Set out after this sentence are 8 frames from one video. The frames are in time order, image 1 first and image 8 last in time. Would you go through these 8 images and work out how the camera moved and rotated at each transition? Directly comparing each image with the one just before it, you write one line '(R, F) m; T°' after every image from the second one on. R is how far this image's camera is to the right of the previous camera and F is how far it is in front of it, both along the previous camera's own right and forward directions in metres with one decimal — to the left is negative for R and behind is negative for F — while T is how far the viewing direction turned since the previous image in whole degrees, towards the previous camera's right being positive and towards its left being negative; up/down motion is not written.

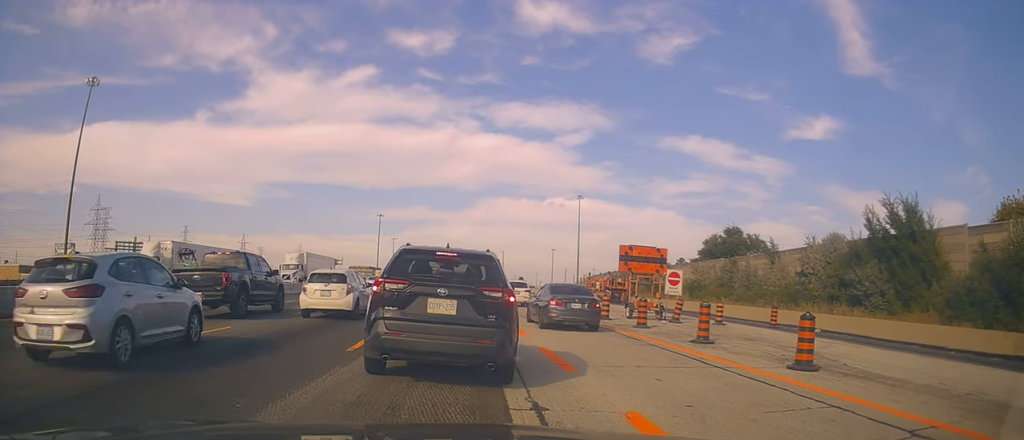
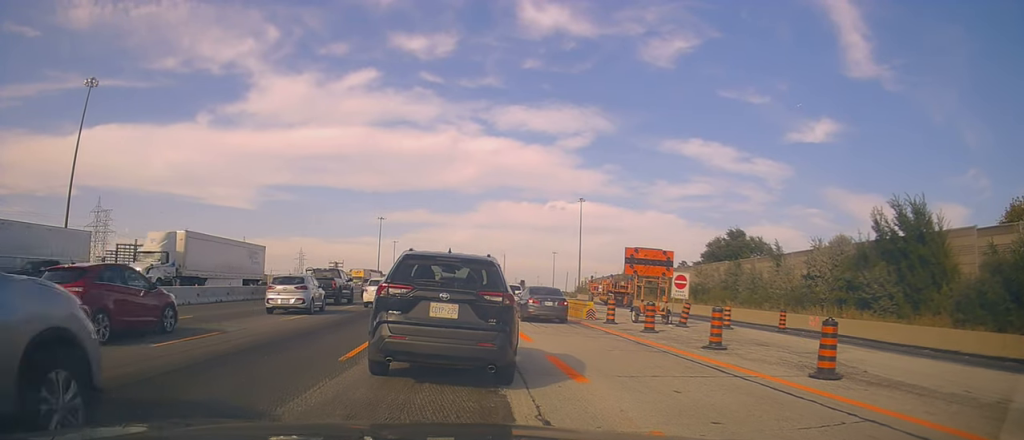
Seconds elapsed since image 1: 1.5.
(-0.1, +2.7) m; -2°
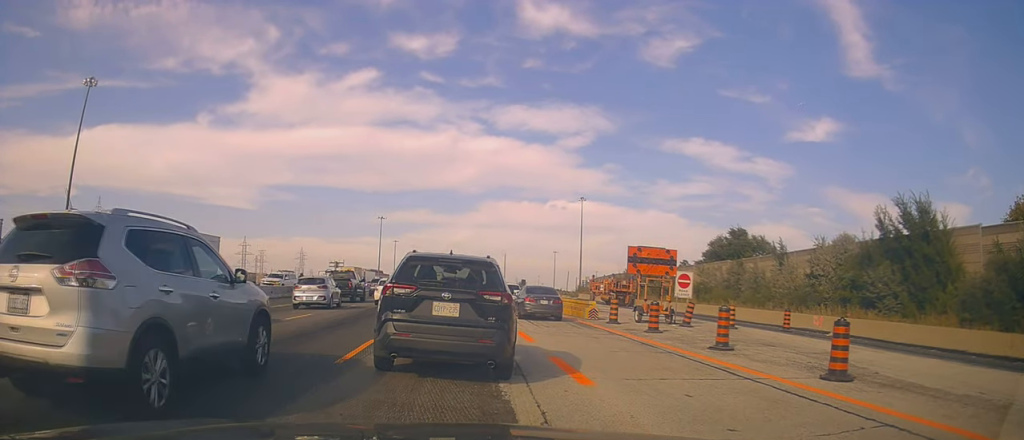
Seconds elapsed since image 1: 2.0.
(0.0, +0.4) m; 0°
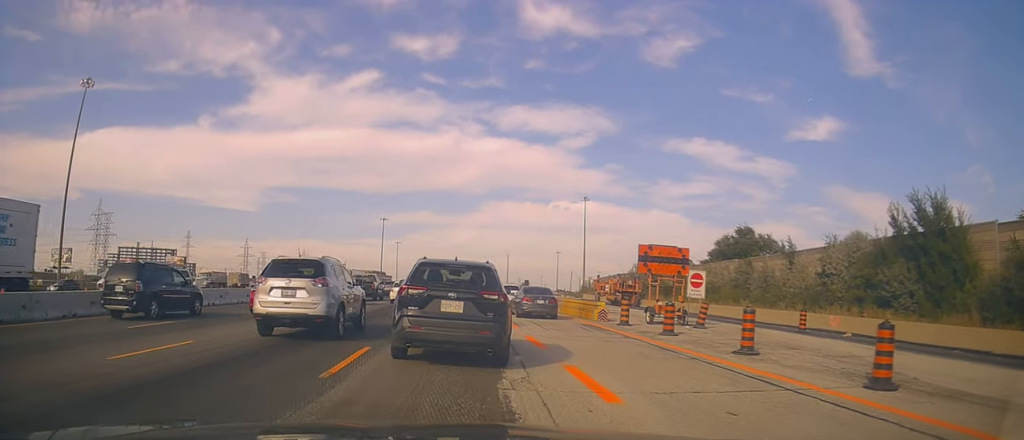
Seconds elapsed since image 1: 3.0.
(0.0, +0.4) m; 0°
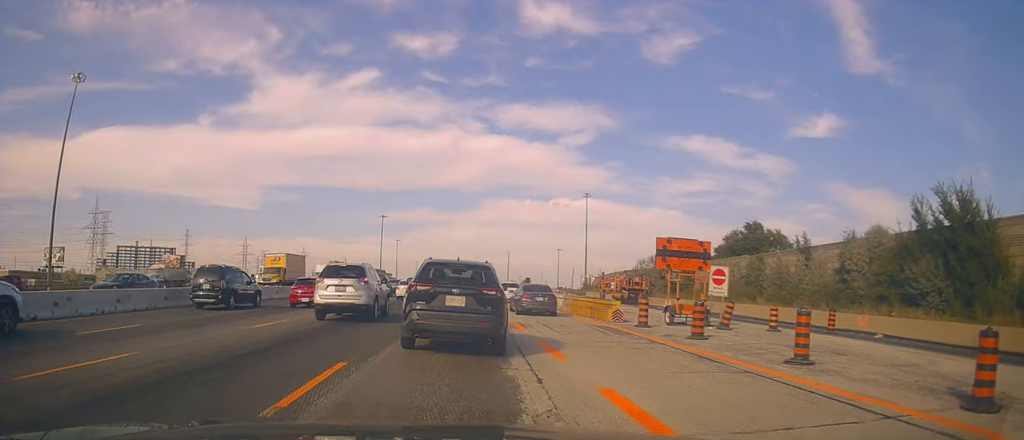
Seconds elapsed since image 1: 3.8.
(0.0, +0.4) m; 0°
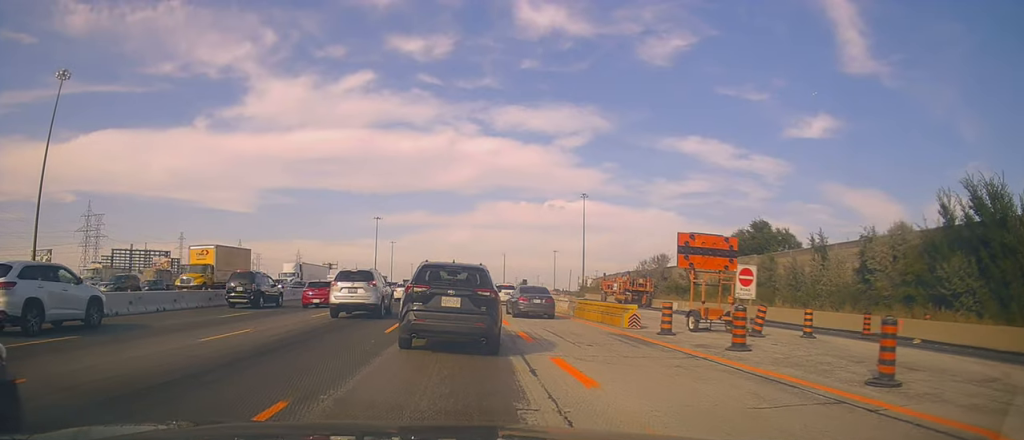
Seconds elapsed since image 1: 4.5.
(0.0, +1.3) m; -5°
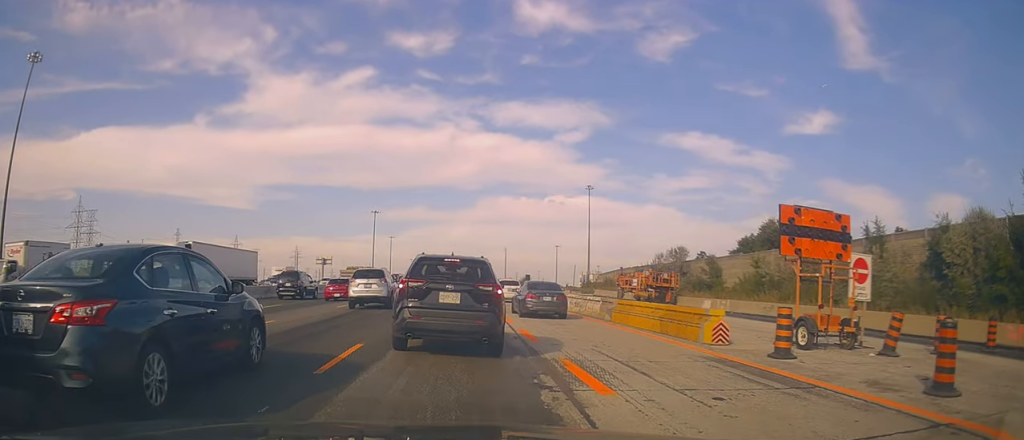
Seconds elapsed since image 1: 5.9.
(-0.4, +5.0) m; -3°
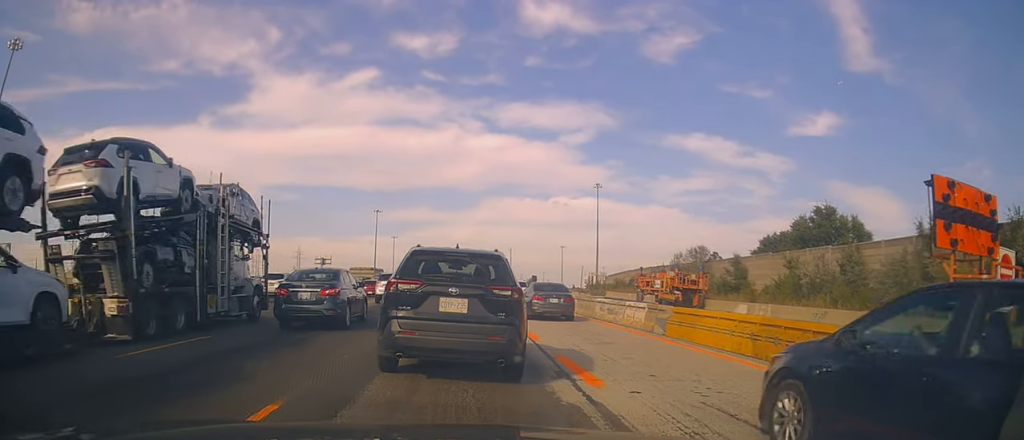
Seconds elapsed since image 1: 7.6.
(+0.2, +7.9) m; +4°
